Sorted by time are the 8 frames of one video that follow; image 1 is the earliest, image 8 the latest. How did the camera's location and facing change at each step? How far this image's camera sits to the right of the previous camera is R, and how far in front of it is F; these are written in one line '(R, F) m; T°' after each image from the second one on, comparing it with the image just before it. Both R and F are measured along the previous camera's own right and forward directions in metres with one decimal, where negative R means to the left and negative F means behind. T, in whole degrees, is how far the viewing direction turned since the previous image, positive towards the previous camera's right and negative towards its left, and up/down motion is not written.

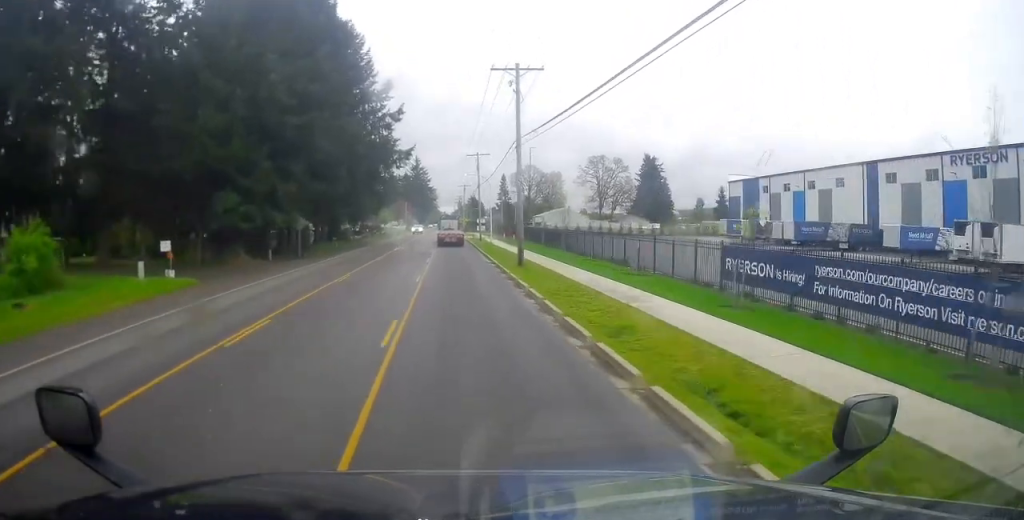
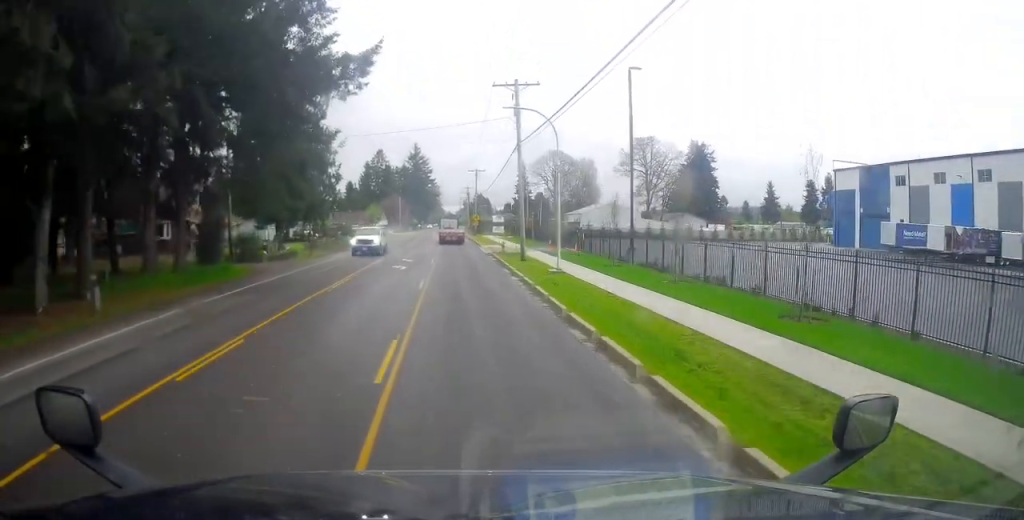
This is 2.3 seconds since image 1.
(-0.1, +43.3) m; -1°
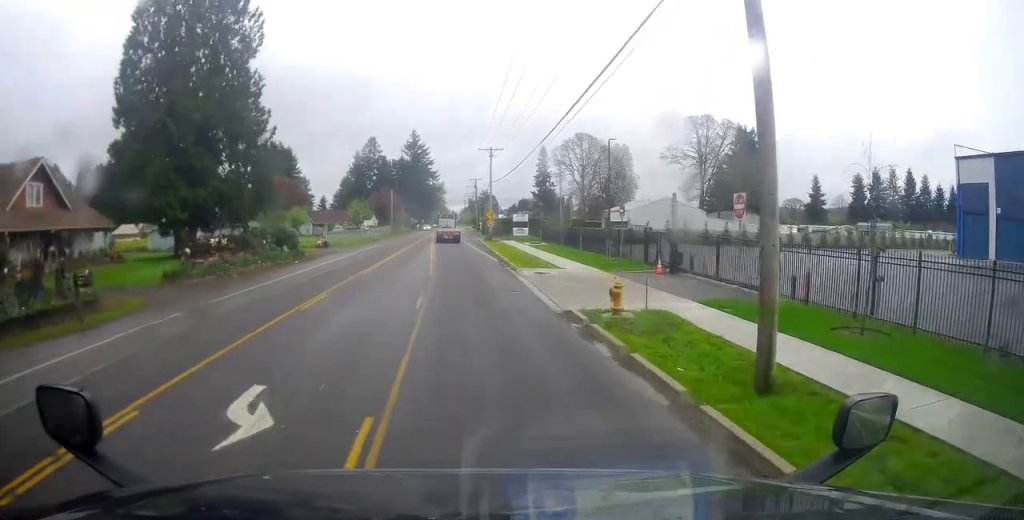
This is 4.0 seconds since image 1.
(-0.1, +32.4) m; 0°
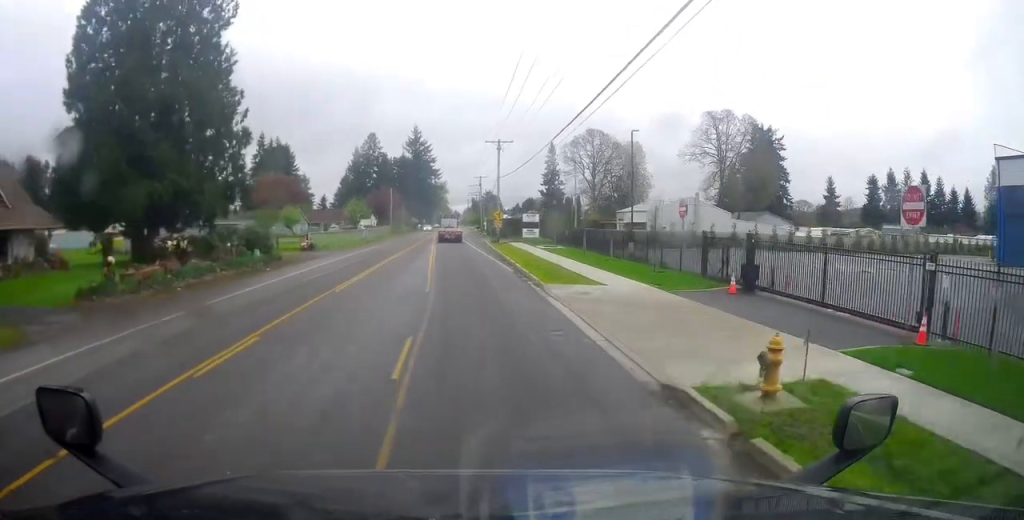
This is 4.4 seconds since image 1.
(+0.2, +7.9) m; -1°
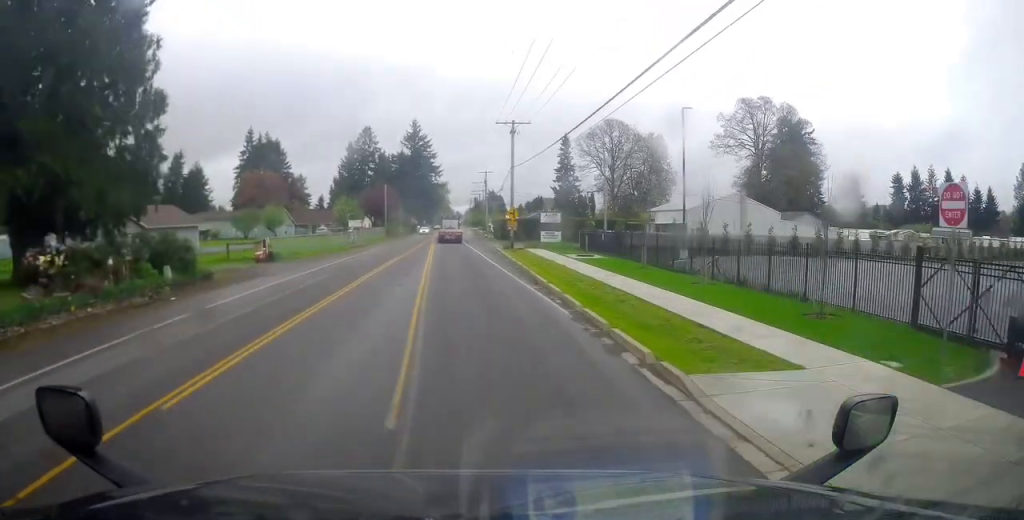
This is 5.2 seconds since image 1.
(-0.3, +13.9) m; -1°
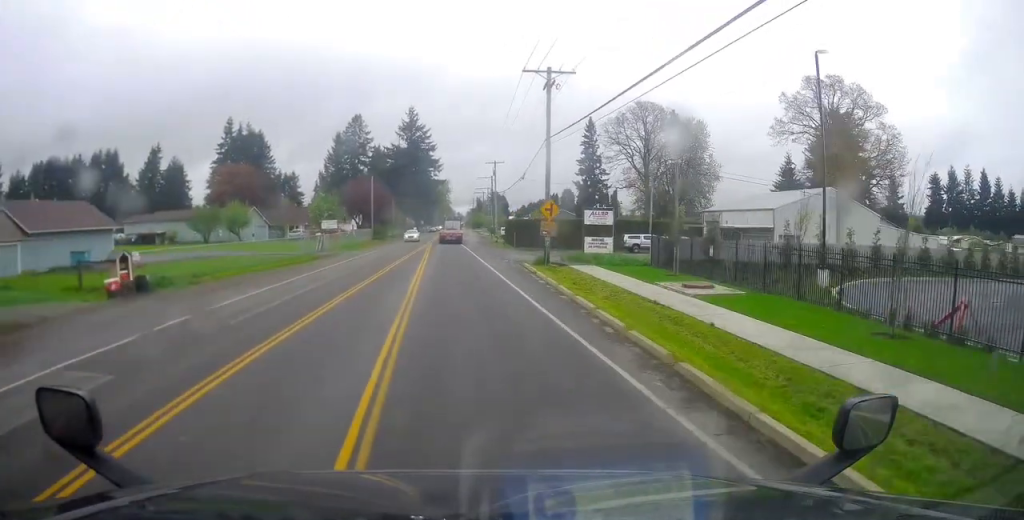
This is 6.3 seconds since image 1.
(0.0, +19.7) m; +1°
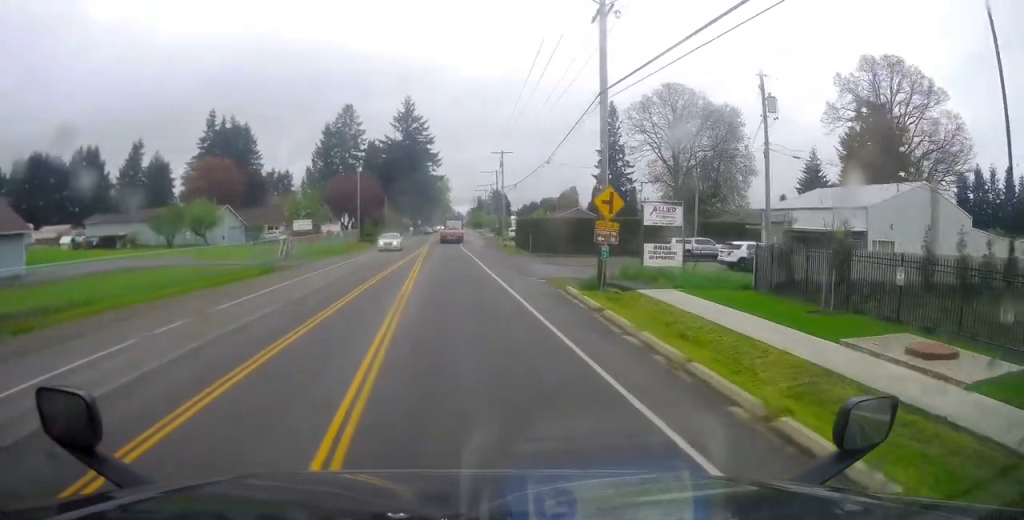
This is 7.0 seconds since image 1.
(+0.3, +12.9) m; +1°
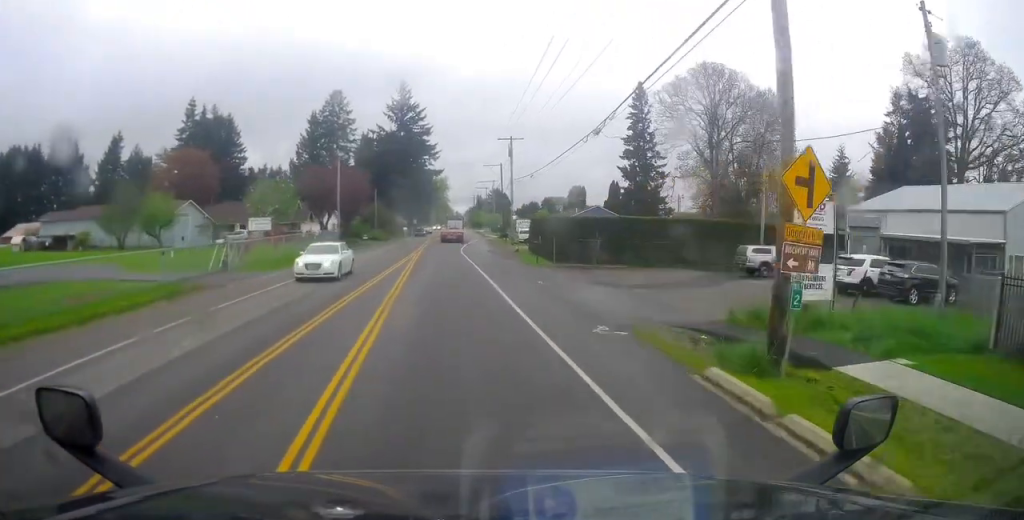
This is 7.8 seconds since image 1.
(-0.2, +12.8) m; -1°
